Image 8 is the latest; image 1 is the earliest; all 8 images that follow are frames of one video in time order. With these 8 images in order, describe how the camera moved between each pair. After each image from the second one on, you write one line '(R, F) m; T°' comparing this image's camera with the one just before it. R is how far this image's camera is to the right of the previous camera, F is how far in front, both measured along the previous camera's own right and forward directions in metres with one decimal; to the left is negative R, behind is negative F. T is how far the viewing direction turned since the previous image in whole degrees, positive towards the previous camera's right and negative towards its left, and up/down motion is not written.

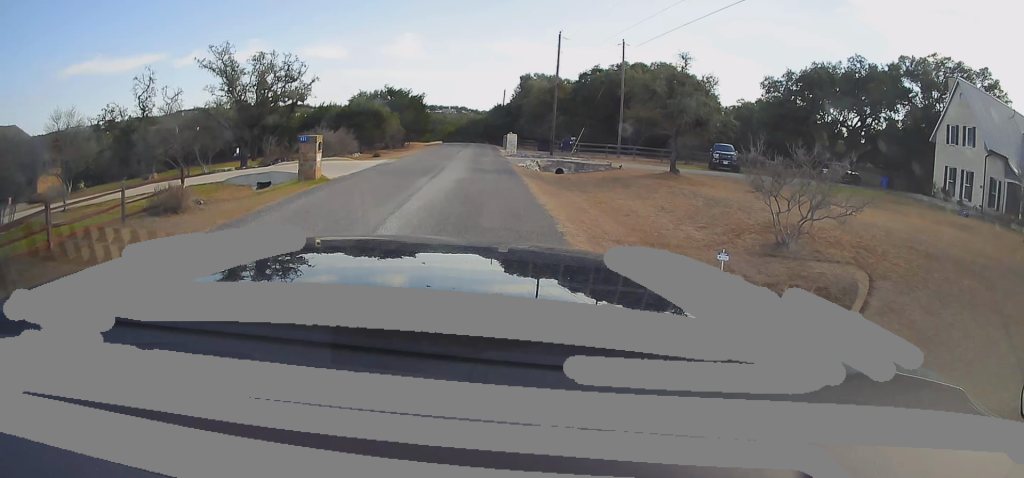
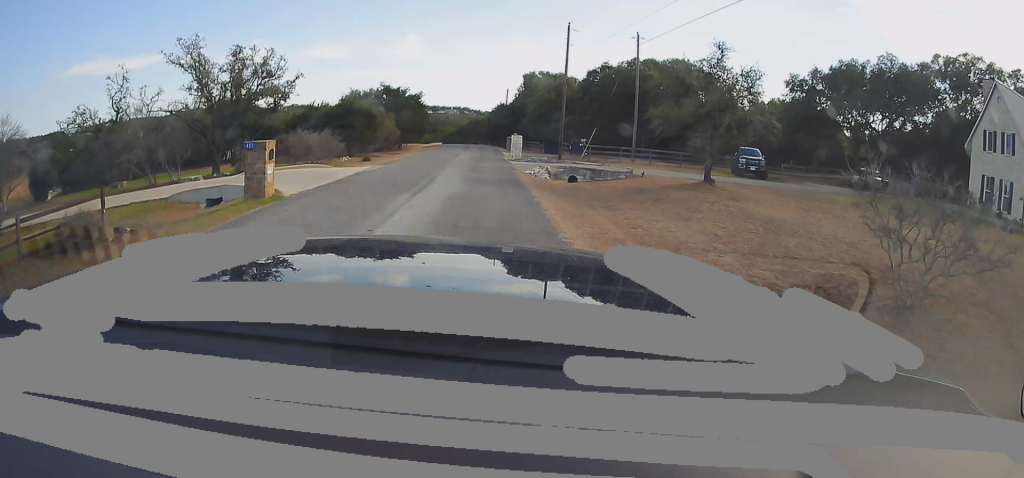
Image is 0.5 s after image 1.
(+0.2, +4.0) m; 0°
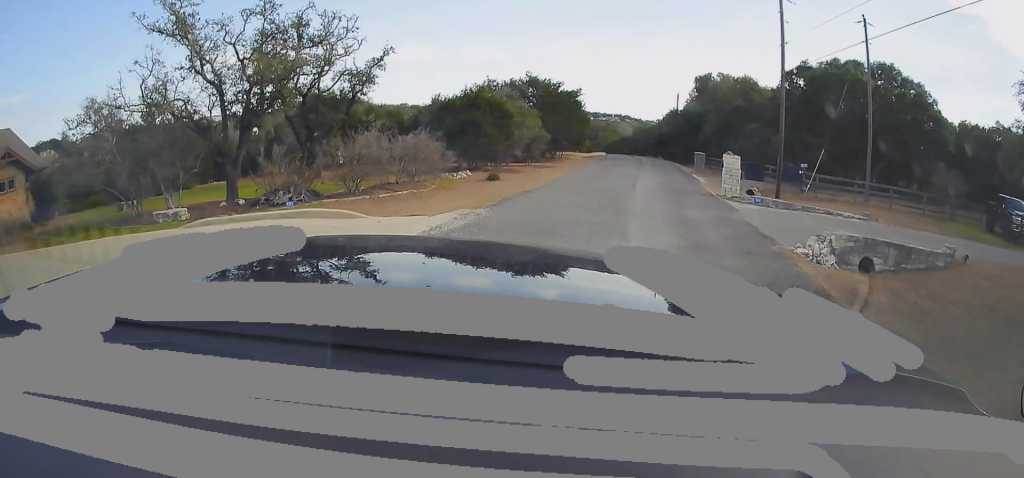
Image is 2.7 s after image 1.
(-2.6, +12.8) m; -35°
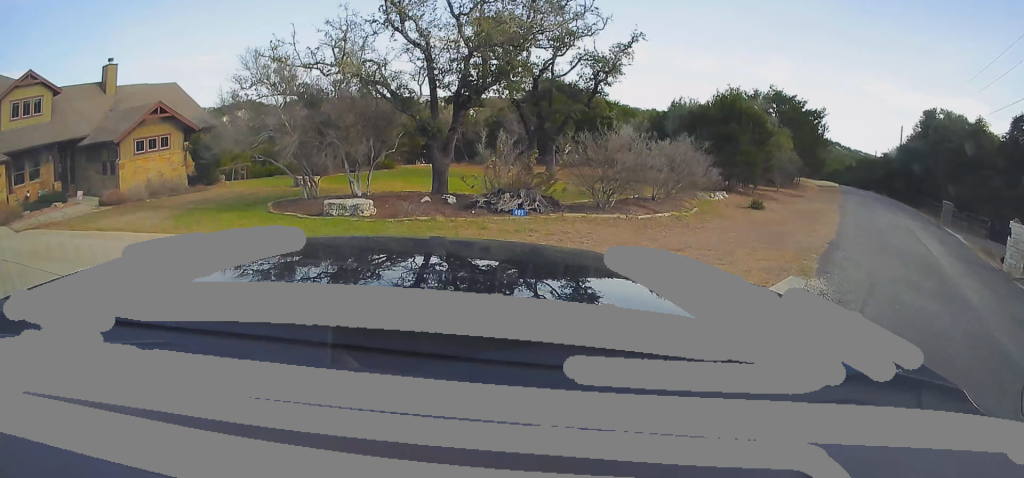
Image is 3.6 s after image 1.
(-0.8, +4.5) m; -22°
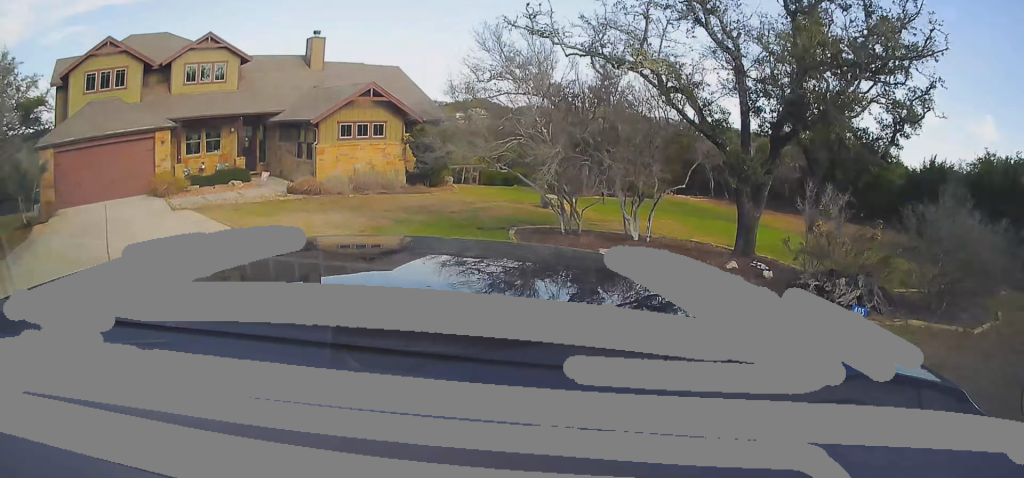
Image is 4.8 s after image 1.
(-1.2, +3.9) m; -31°
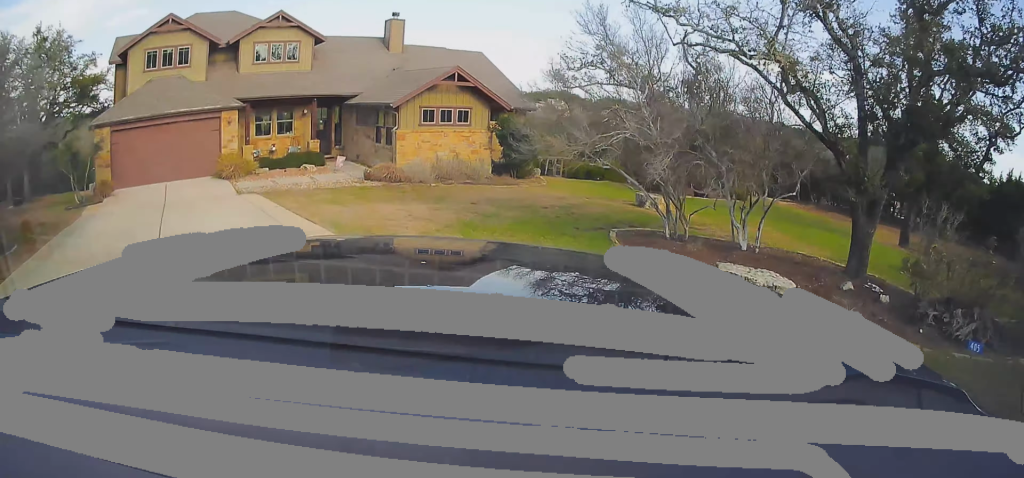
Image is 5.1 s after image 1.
(-0.3, +1.3) m; -4°
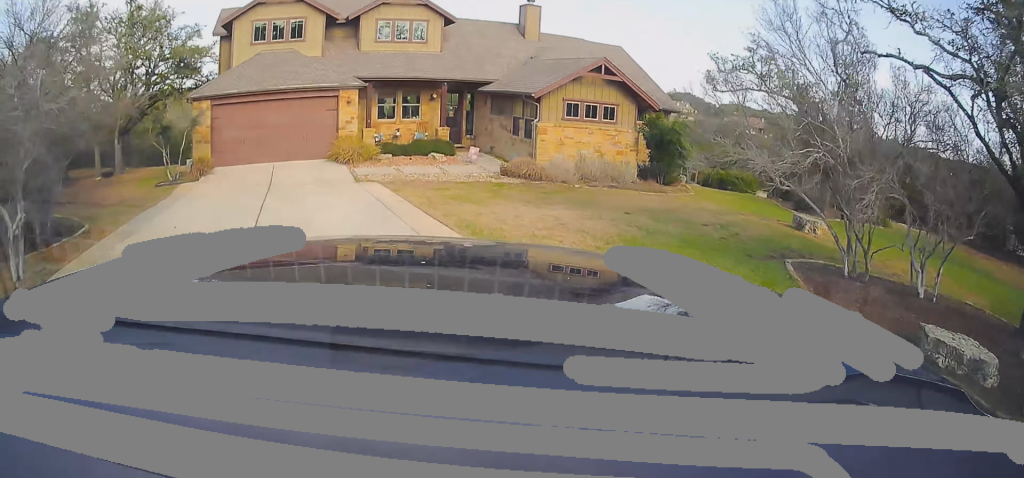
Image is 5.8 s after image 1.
(-0.3, +2.3) m; -6°
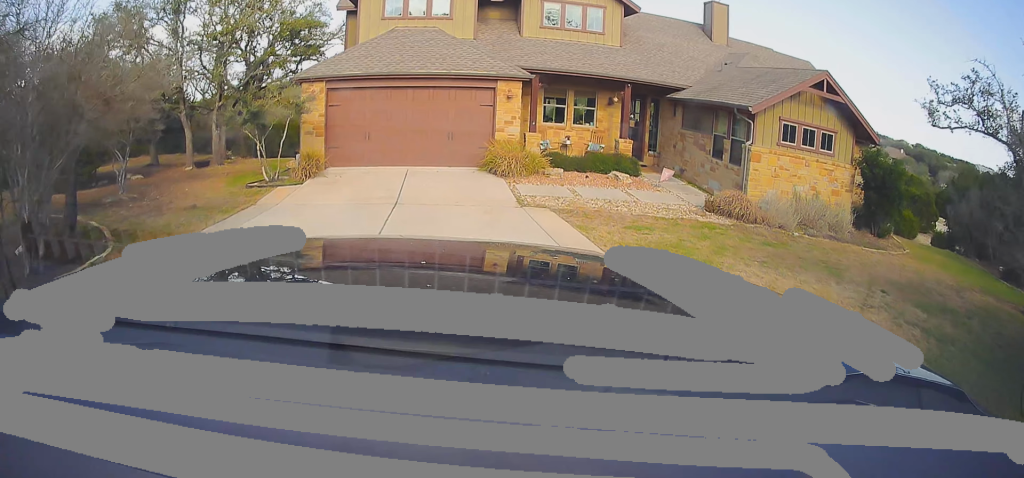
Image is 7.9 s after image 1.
(-1.0, +5.2) m; -13°
